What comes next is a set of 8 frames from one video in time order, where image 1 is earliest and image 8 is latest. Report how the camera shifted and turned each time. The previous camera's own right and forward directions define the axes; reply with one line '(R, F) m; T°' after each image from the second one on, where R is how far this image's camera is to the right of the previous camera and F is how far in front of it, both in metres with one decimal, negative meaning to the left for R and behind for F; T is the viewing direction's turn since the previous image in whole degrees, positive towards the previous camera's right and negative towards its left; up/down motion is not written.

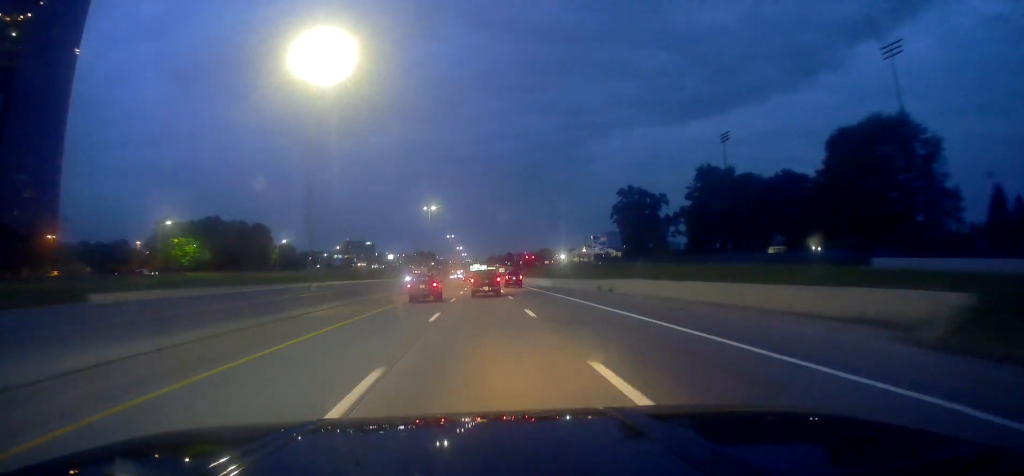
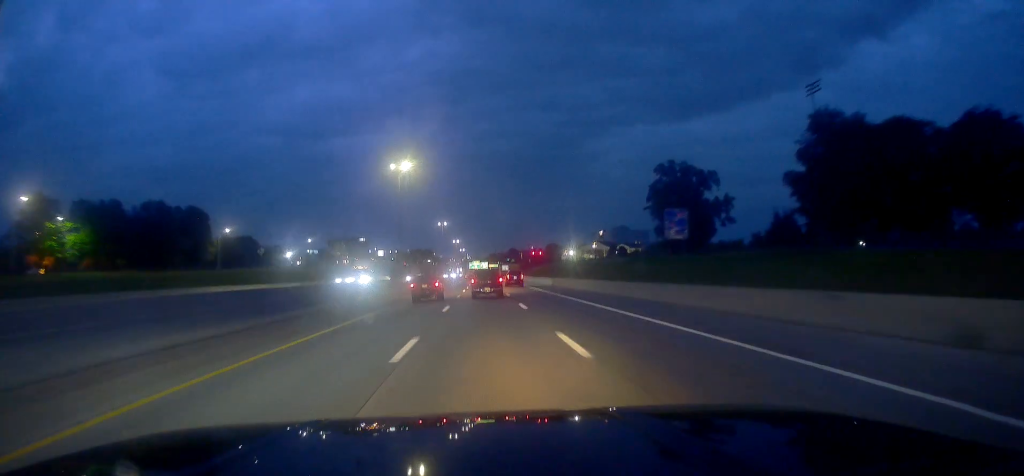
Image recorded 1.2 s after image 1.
(-0.3, +39.4) m; 0°
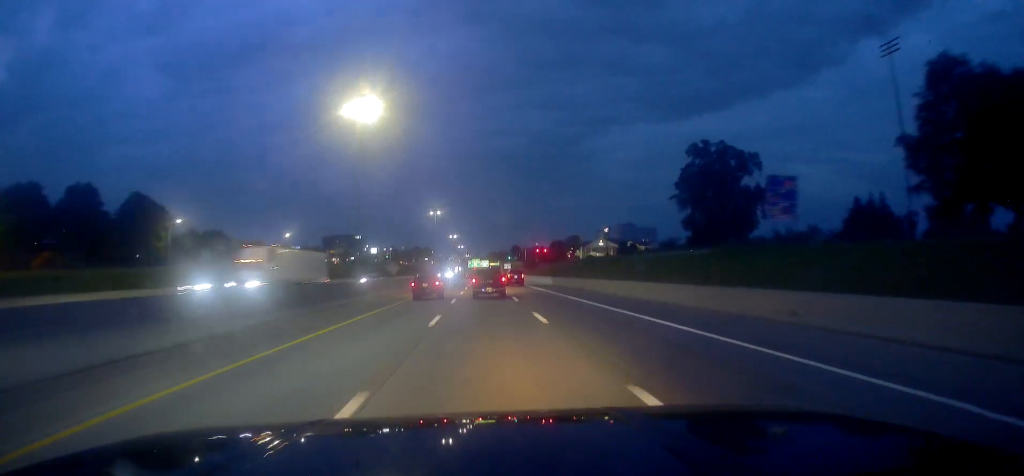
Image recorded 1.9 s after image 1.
(+0.3, +22.4) m; 0°
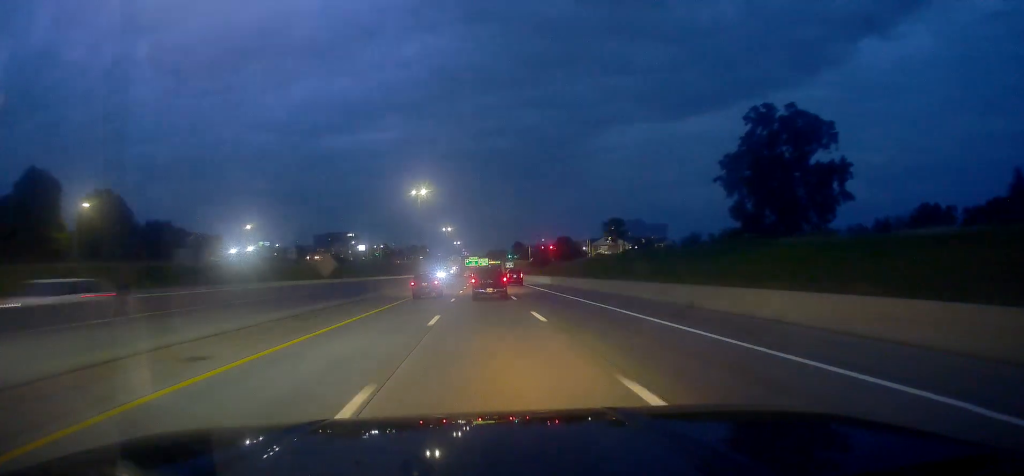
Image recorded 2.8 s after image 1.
(-0.3, +29.1) m; 0°
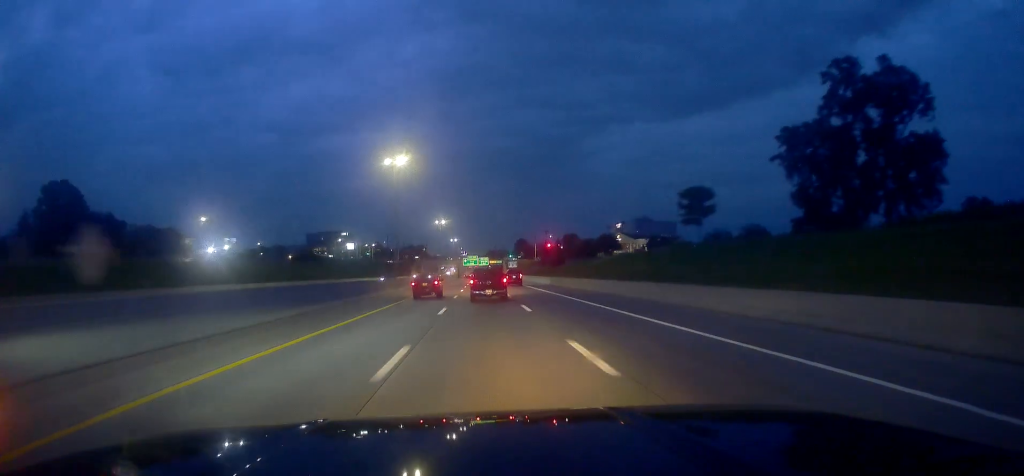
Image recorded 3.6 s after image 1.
(0.0, +25.0) m; 0°
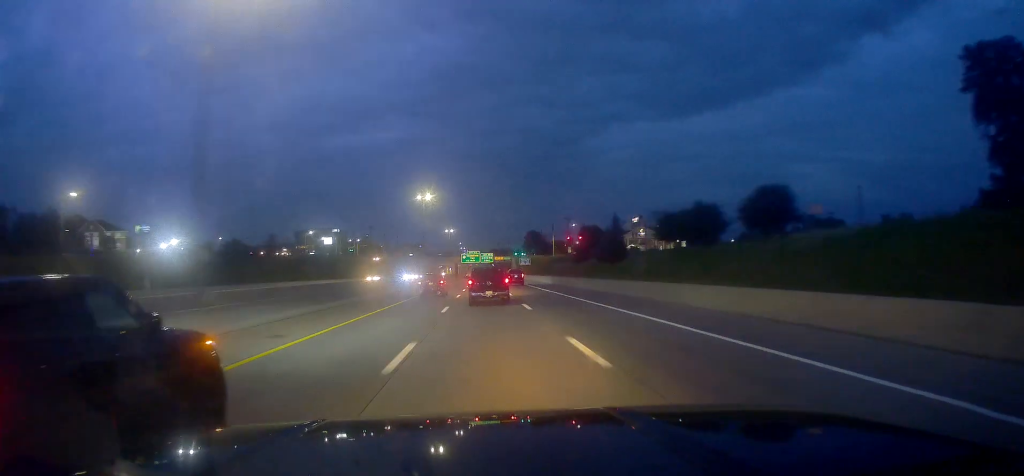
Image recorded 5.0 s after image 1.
(-0.1, +44.8) m; +1°
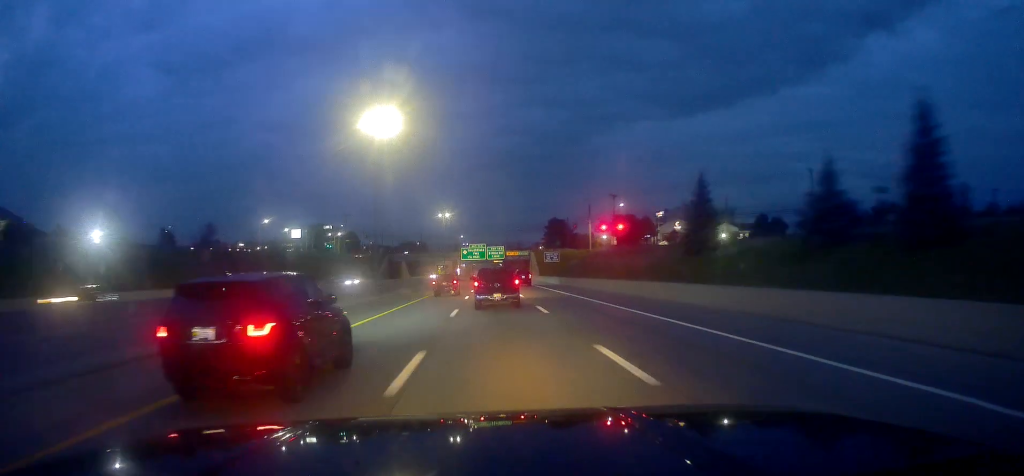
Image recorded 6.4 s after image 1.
(+0.9, +46.9) m; 0°
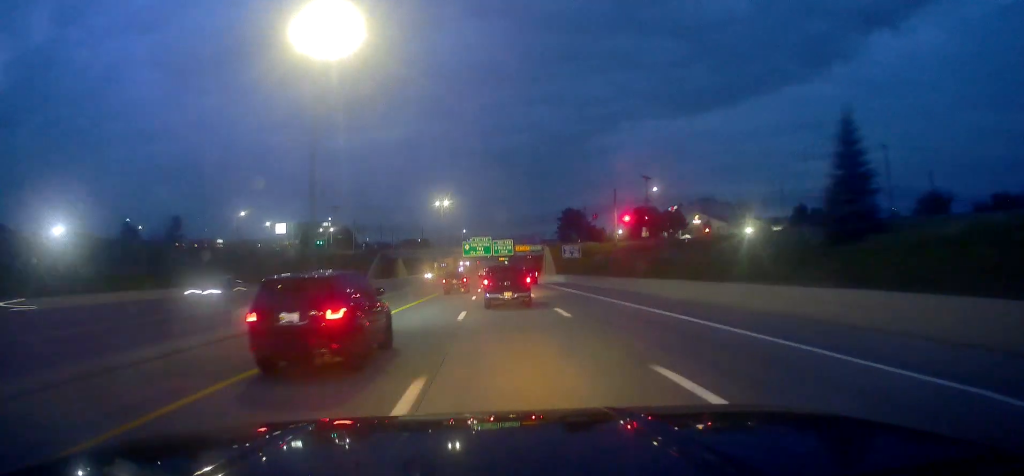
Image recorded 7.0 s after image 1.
(-0.8, +18.6) m; -1°
